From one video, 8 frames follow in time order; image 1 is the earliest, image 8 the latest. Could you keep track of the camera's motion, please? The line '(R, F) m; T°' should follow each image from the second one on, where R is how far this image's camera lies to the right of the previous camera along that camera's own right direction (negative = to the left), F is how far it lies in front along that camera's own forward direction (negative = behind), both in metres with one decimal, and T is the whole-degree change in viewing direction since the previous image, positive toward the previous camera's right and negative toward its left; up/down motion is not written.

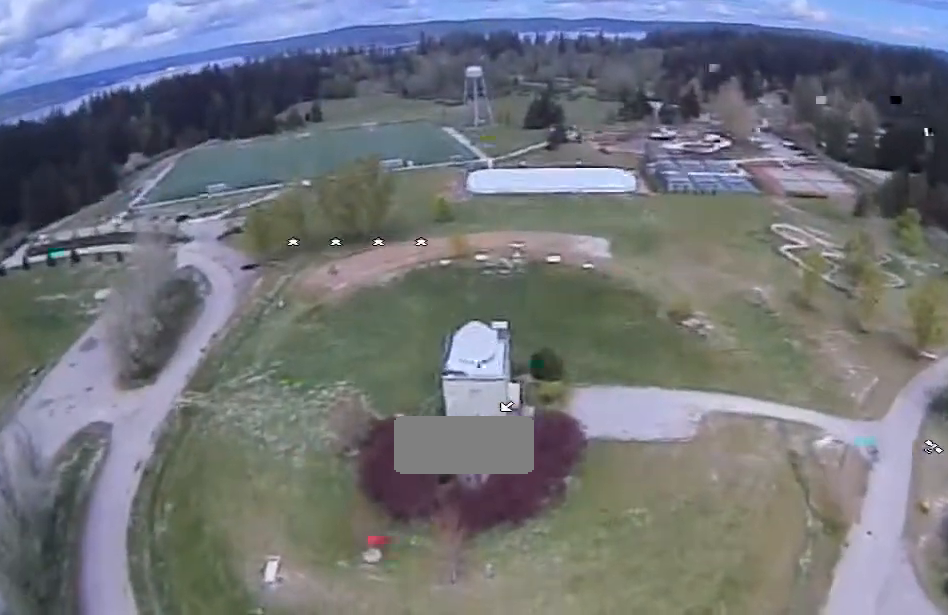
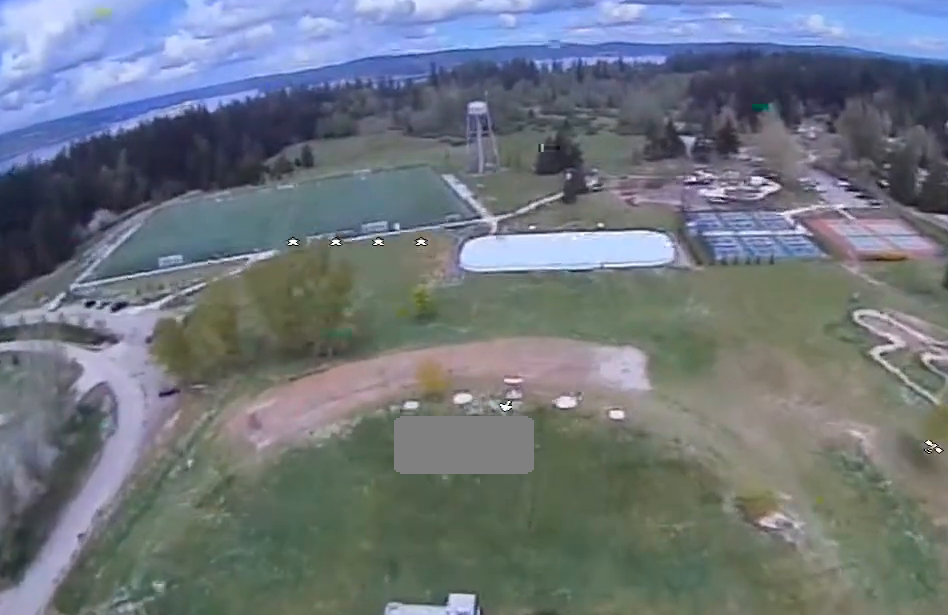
(-0.4, +44.9) m; 0°
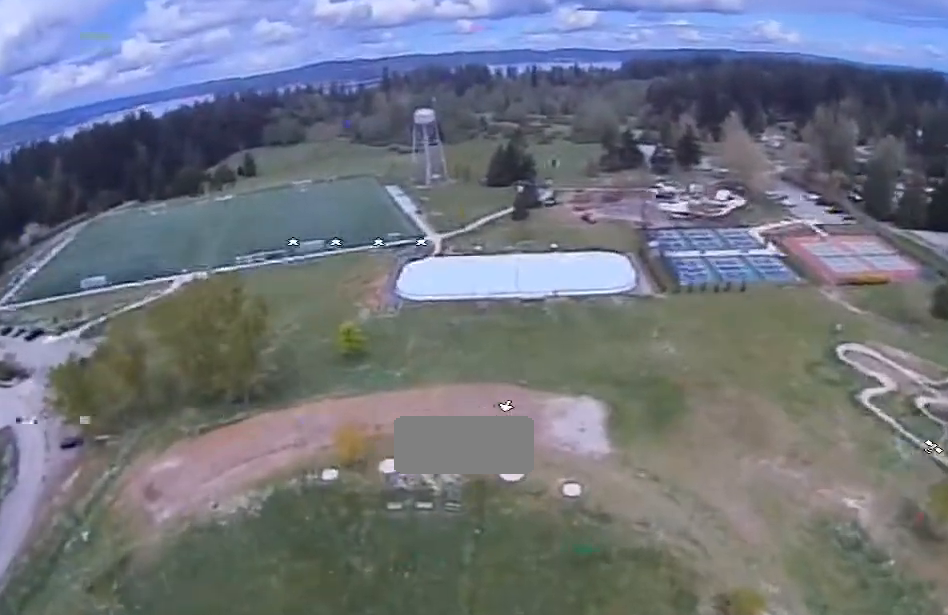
(+0.1, +16.1) m; 0°
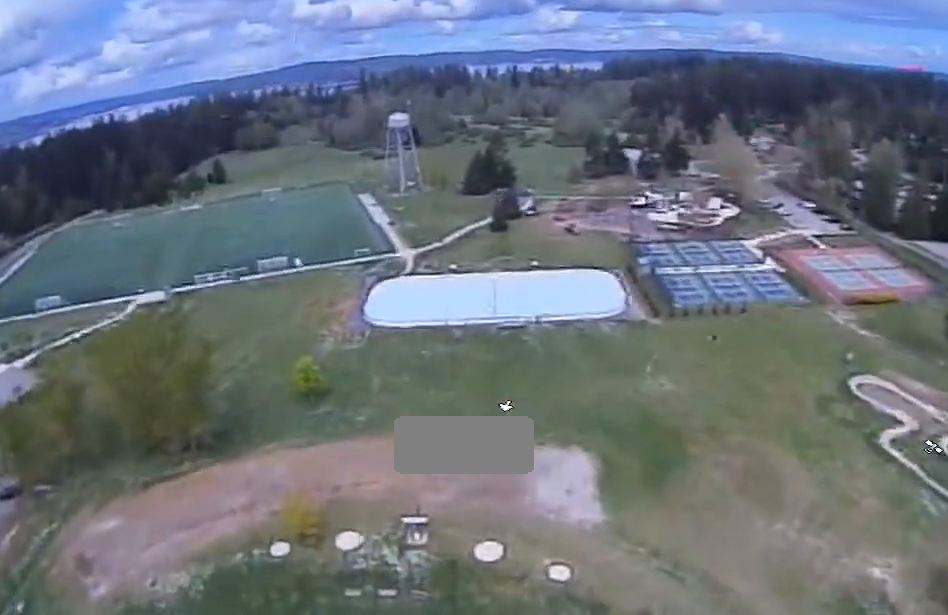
(0.0, +13.5) m; 0°
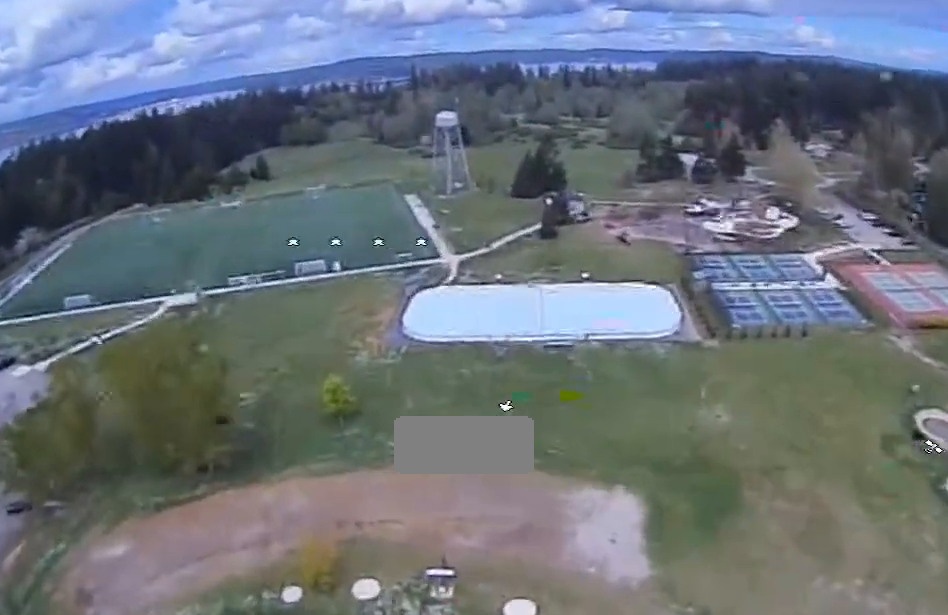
(0.0, +8.4) m; 0°
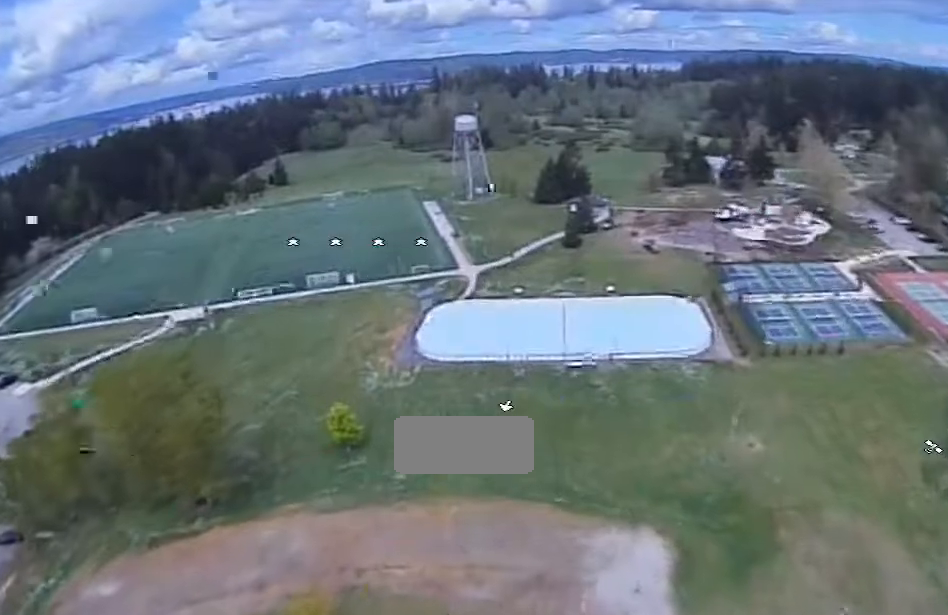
(0.0, +7.3) m; 0°
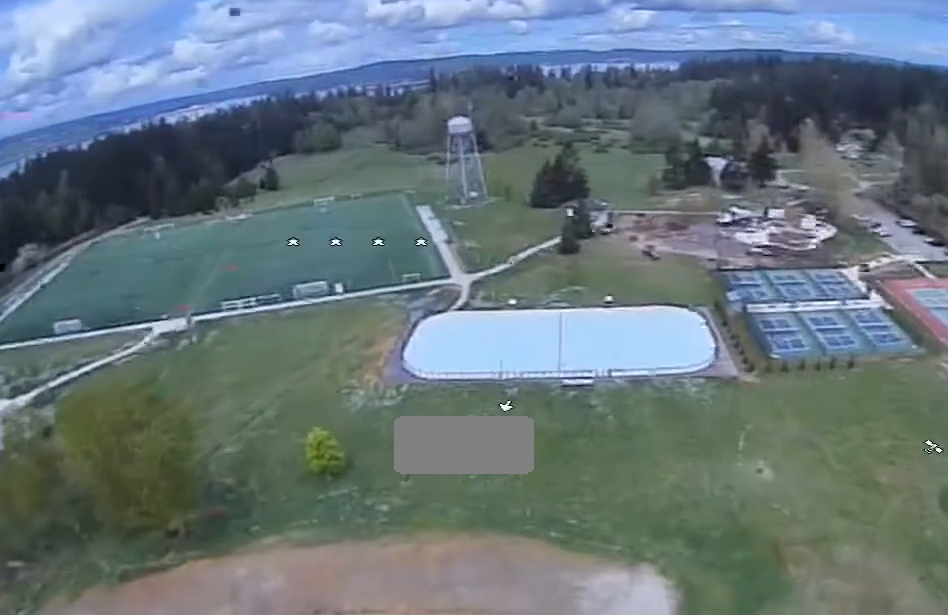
(0.0, +6.6) m; 0°
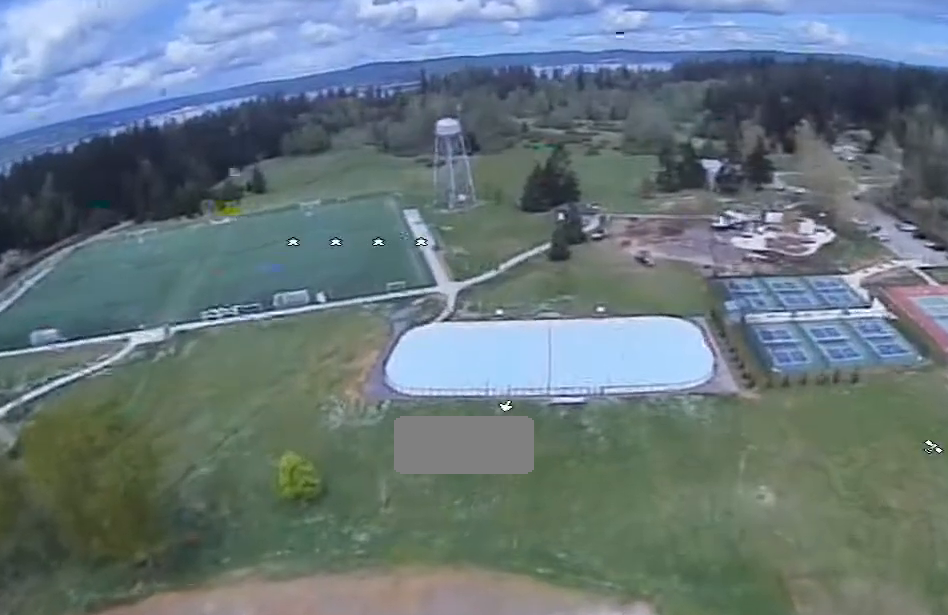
(0.0, +5.9) m; 0°
